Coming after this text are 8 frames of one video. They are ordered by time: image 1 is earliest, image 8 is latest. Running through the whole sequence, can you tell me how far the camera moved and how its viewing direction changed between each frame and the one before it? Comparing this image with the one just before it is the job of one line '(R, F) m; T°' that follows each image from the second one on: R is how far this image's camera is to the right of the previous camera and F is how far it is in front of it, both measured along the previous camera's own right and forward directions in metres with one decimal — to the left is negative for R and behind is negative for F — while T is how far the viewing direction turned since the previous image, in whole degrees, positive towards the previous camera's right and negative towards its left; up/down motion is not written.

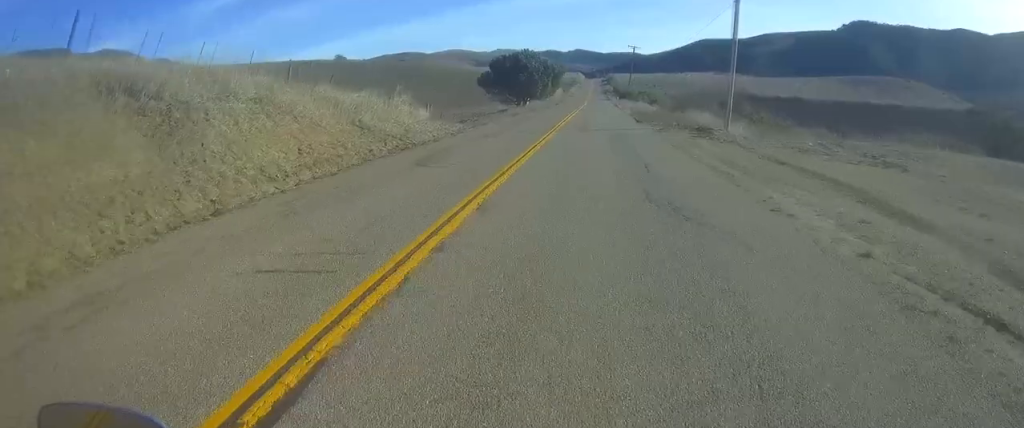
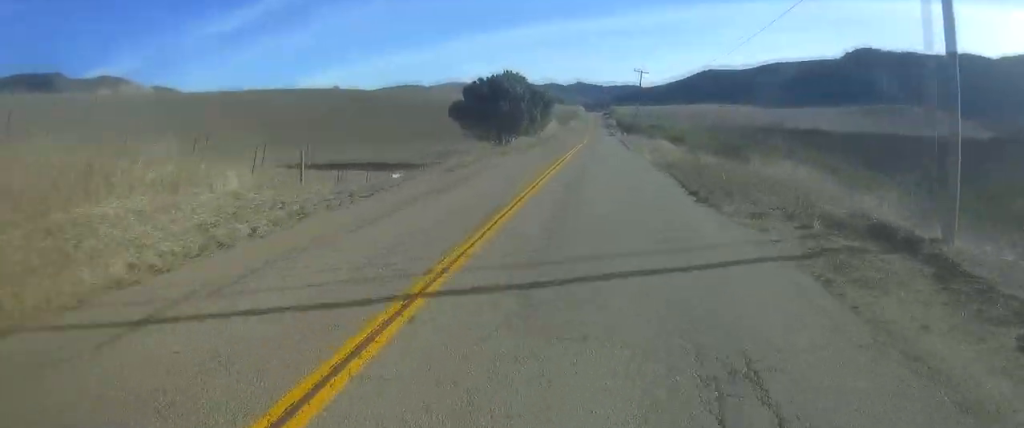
(0.0, +19.6) m; 0°
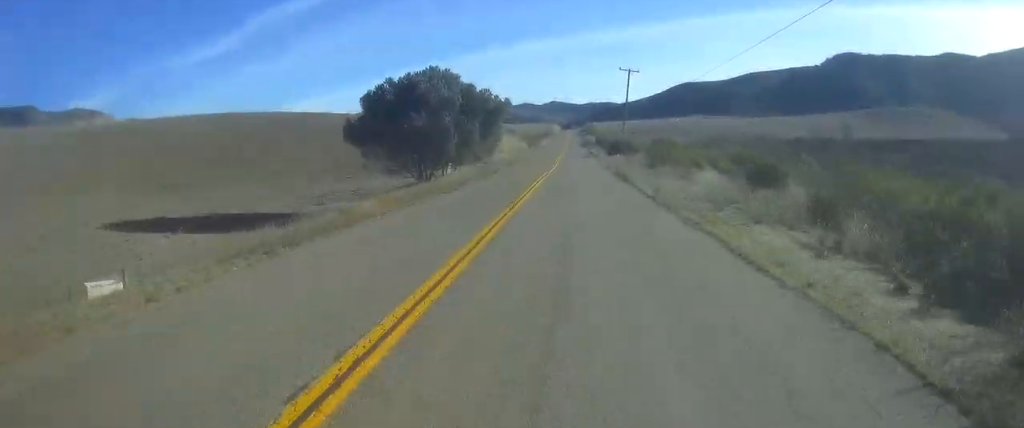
(0.0, +27.6) m; 0°
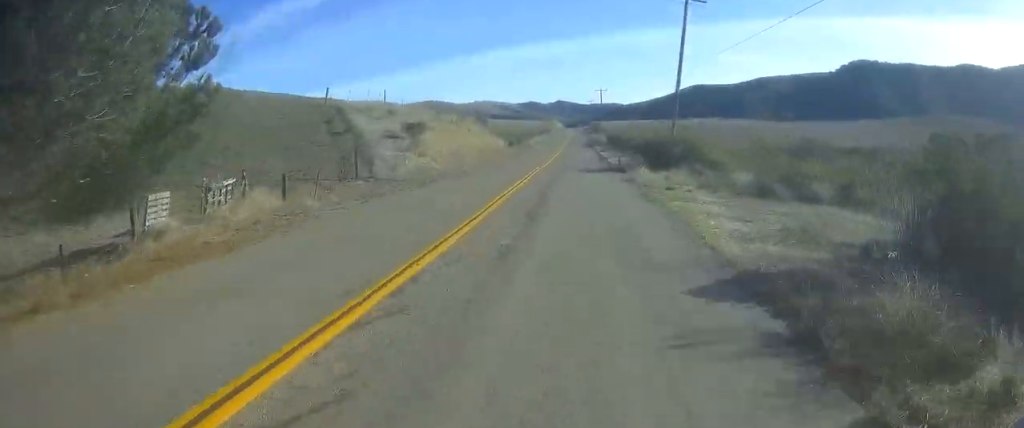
(0.0, +43.5) m; 0°
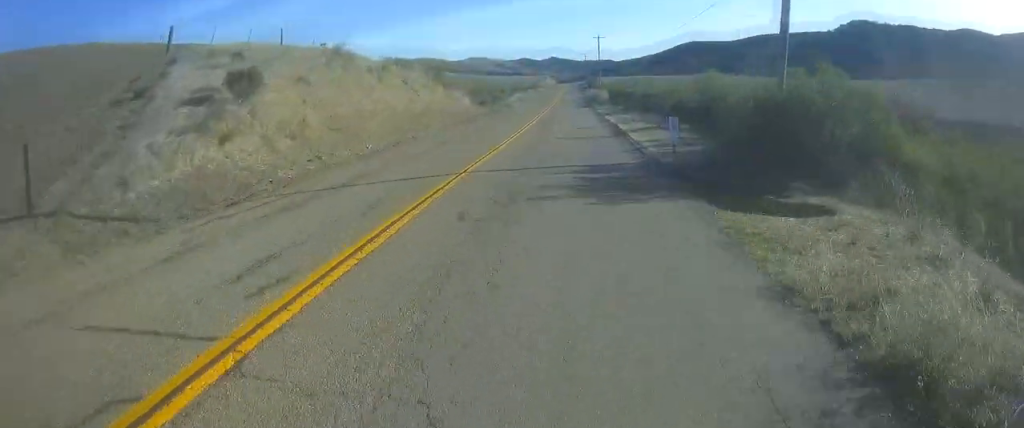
(0.0, +23.6) m; 0°
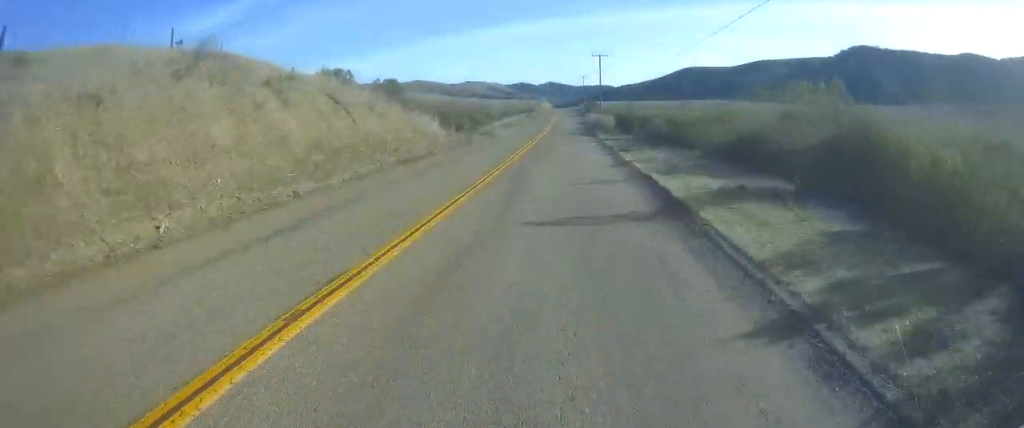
(0.0, +13.5) m; +1°
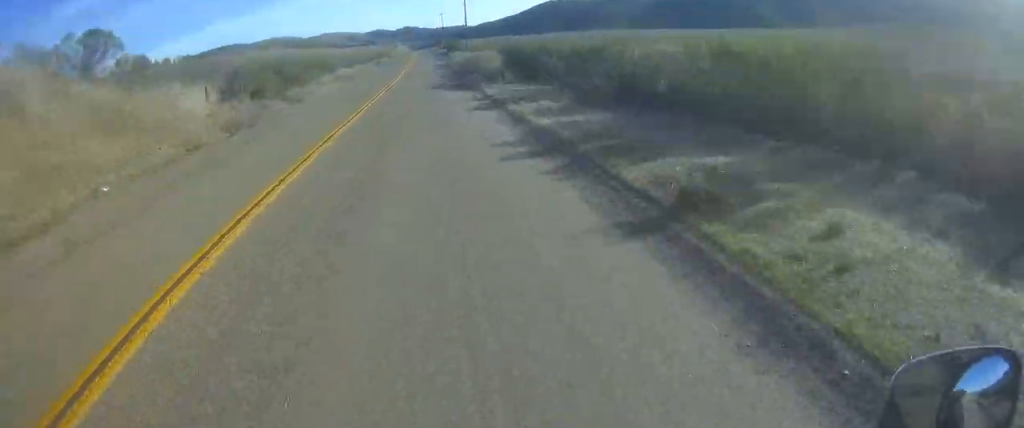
(+0.2, +22.3) m; +1°
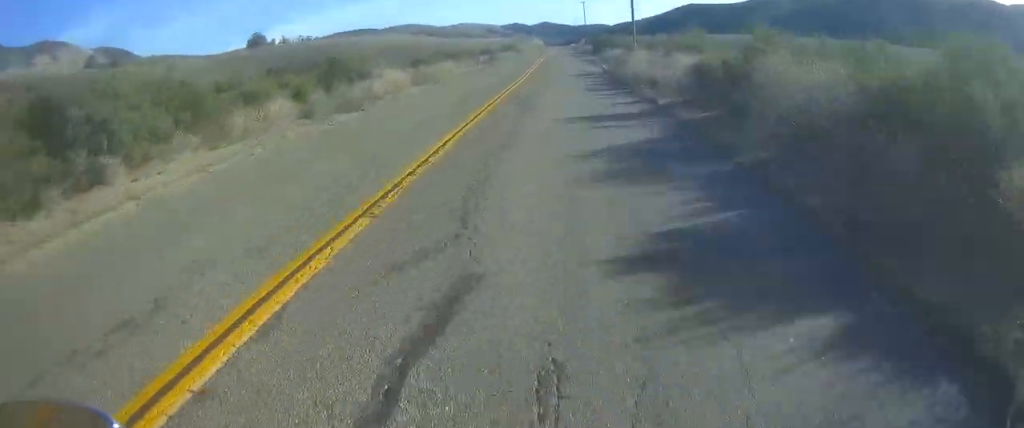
(+0.1, +34.2) m; 0°
